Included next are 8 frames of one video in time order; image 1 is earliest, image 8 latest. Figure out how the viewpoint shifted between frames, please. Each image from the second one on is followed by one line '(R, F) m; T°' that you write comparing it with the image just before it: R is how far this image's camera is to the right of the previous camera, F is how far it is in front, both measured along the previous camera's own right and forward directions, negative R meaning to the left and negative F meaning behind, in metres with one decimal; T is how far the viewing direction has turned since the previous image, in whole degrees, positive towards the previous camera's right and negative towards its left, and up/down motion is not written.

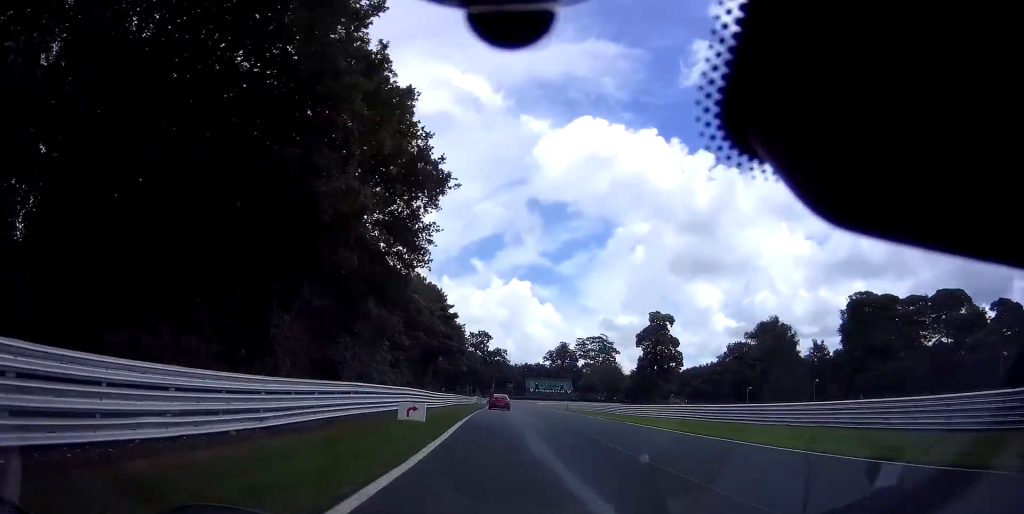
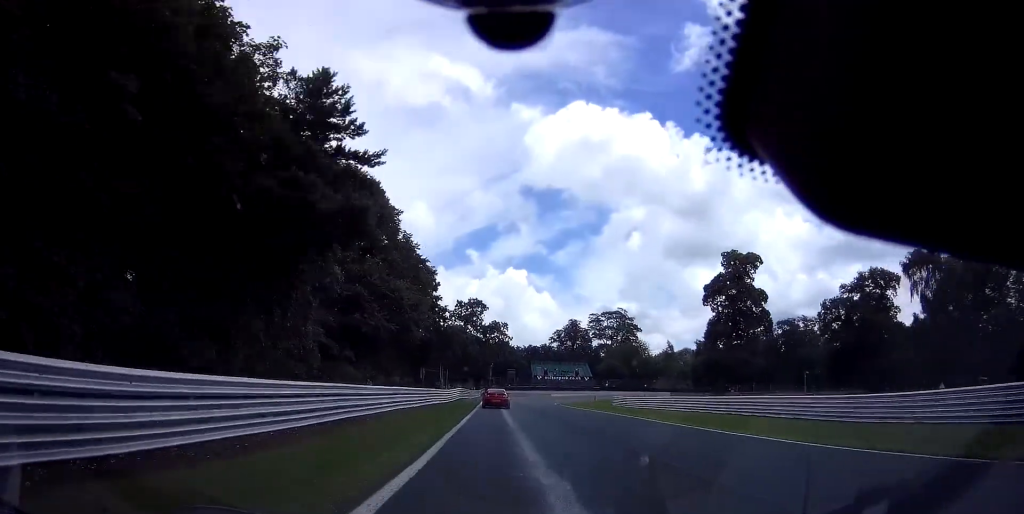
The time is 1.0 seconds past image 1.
(+0.1, +39.2) m; 0°
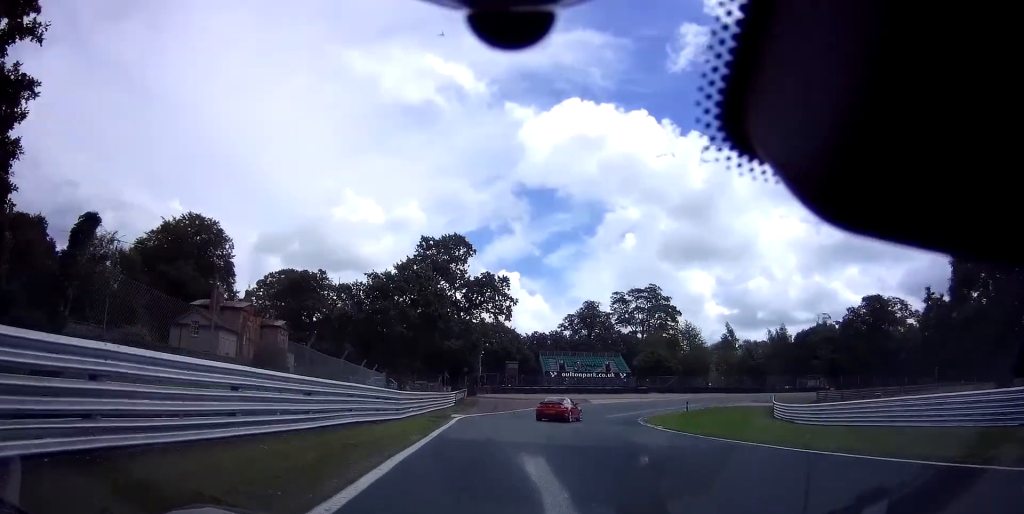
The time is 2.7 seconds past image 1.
(+0.6, +50.4) m; +4°
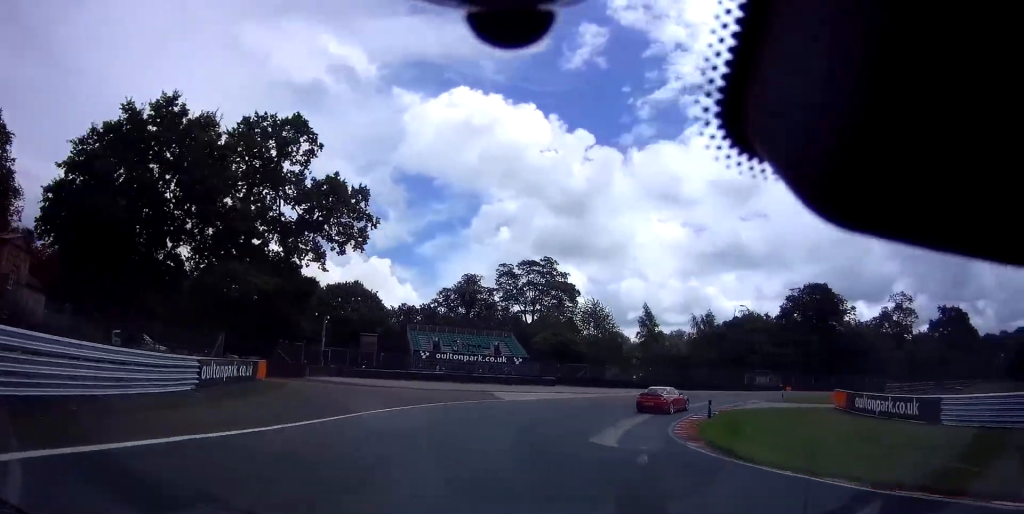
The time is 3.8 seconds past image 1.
(+1.7, +26.0) m; +16°
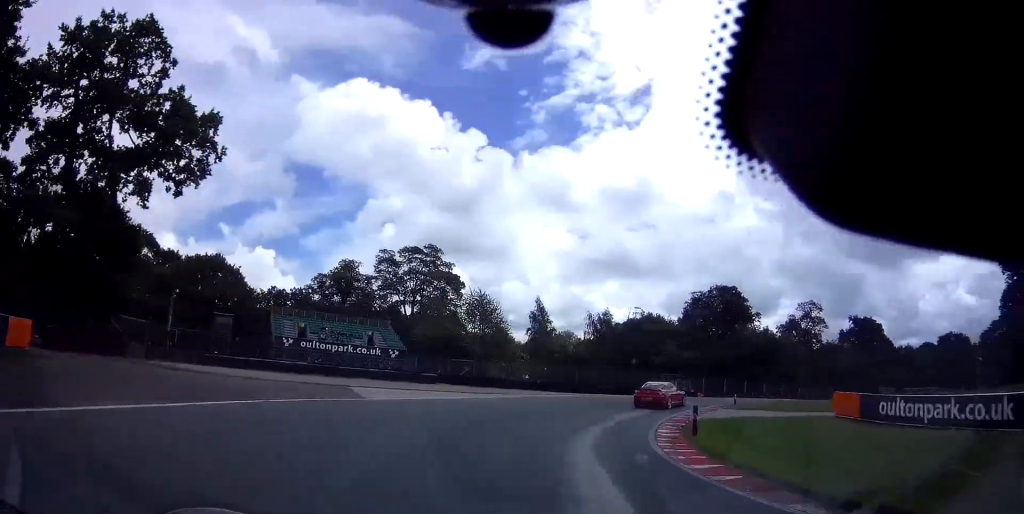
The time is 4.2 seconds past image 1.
(+1.8, +9.2) m; +11°
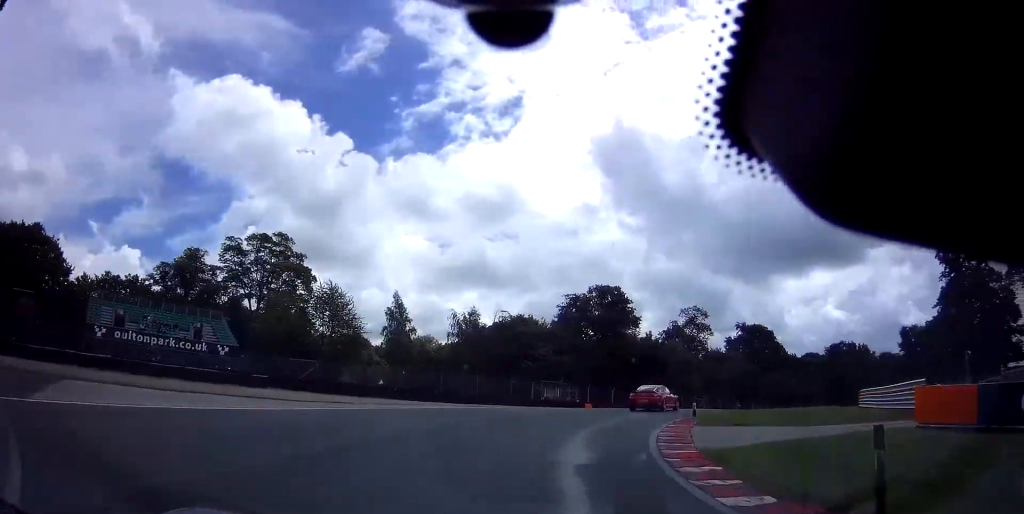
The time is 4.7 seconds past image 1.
(+0.2, +11.5) m; +14°
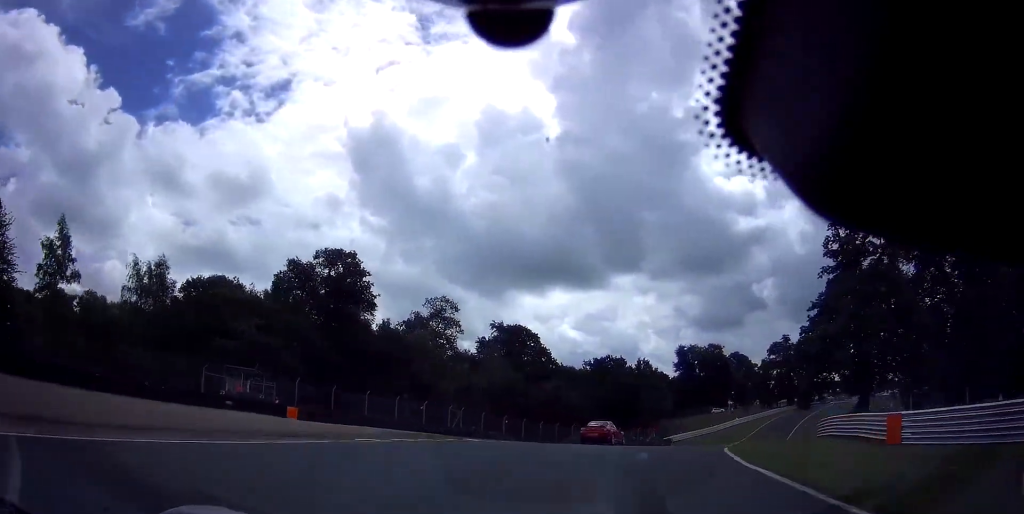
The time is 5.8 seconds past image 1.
(+6.1, +22.3) m; +28°
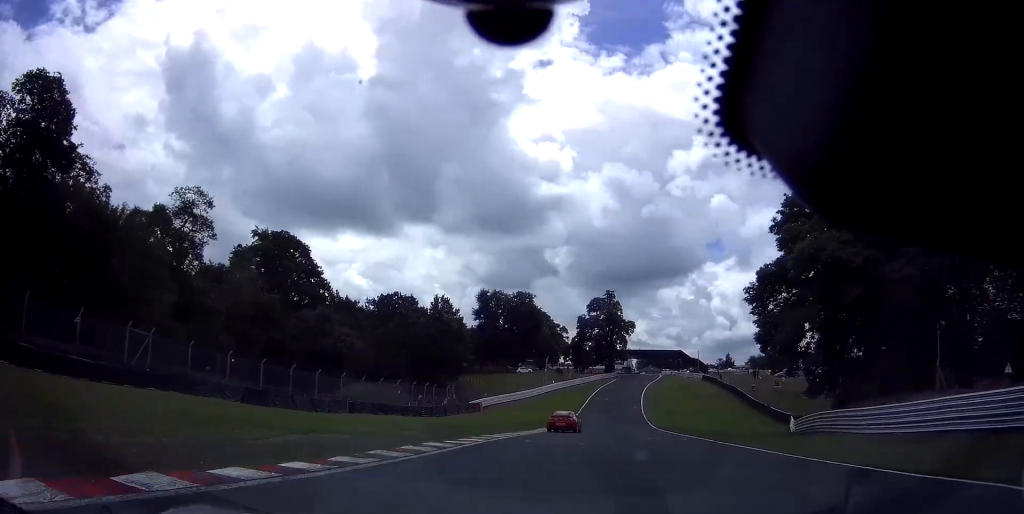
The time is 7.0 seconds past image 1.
(+6.3, +25.5) m; +22°
